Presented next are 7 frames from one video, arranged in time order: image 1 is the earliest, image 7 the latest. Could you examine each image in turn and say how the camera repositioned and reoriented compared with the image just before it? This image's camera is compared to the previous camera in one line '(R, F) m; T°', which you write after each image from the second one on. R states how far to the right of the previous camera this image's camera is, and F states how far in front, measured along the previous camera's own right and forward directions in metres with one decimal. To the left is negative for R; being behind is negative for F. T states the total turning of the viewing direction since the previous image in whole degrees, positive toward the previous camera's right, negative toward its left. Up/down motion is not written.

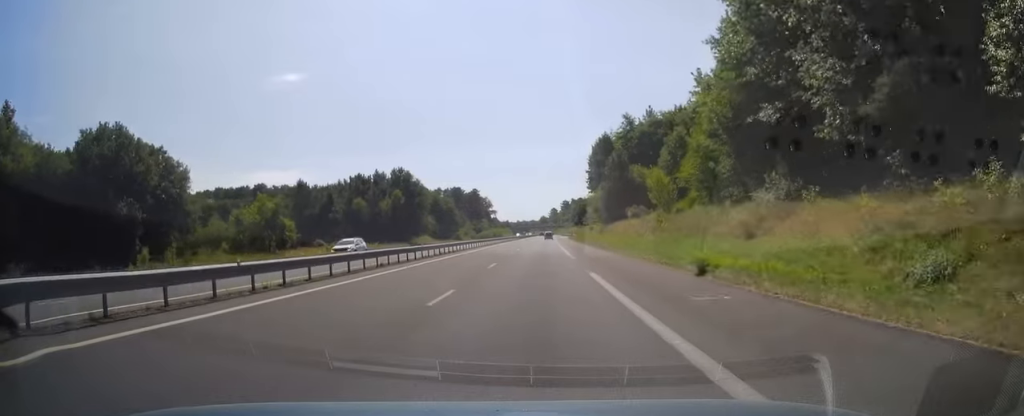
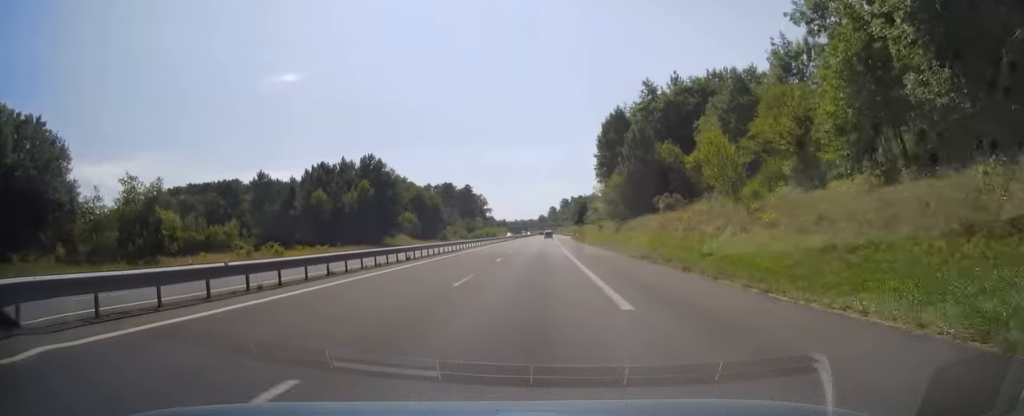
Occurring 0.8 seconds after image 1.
(0.0, +22.2) m; 0°
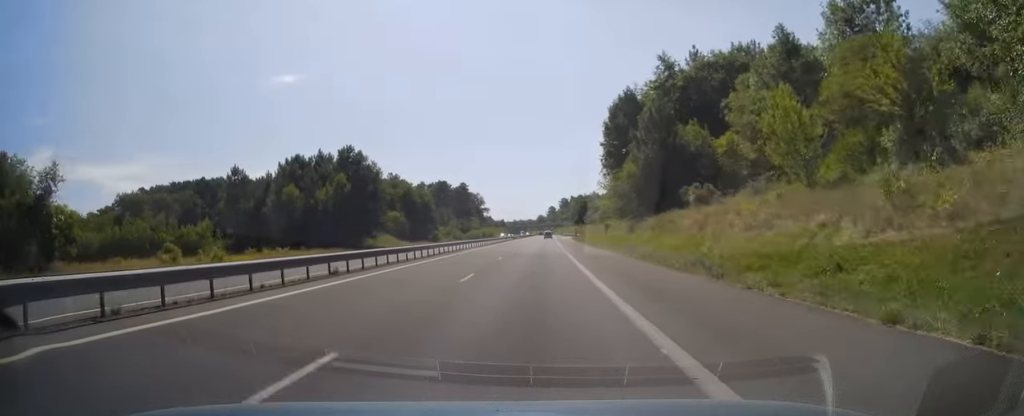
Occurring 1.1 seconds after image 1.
(0.0, +11.9) m; 0°
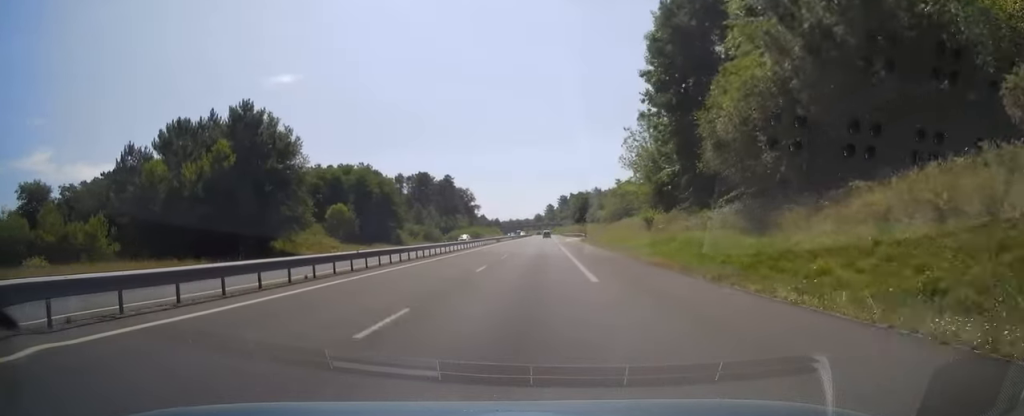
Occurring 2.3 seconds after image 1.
(0.0, +35.4) m; 0°
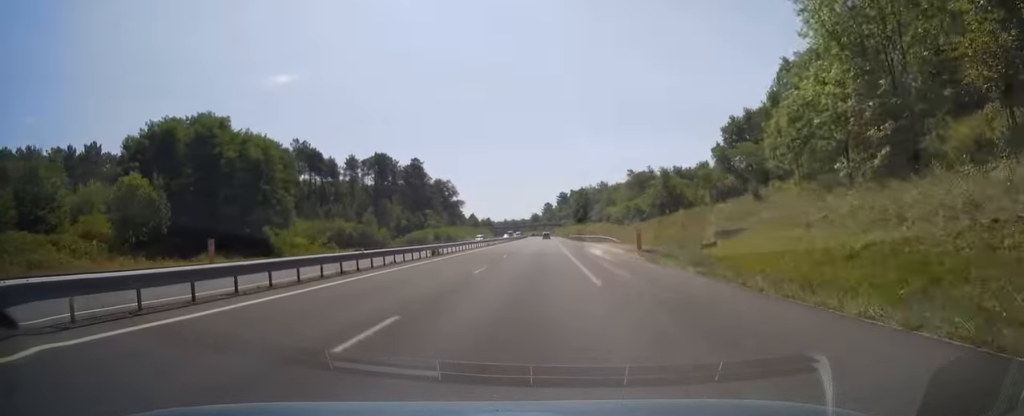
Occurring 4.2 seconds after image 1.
(+0.1, +53.4) m; 0°
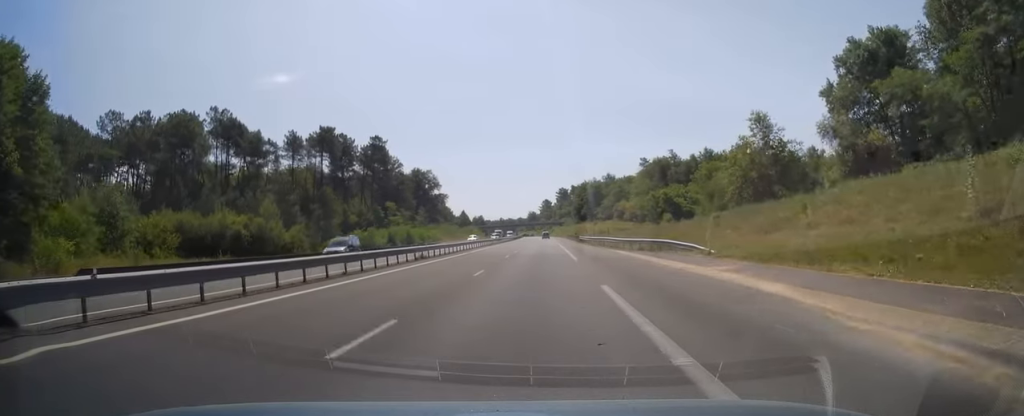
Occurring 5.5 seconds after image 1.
(0.0, +39.7) m; 0°
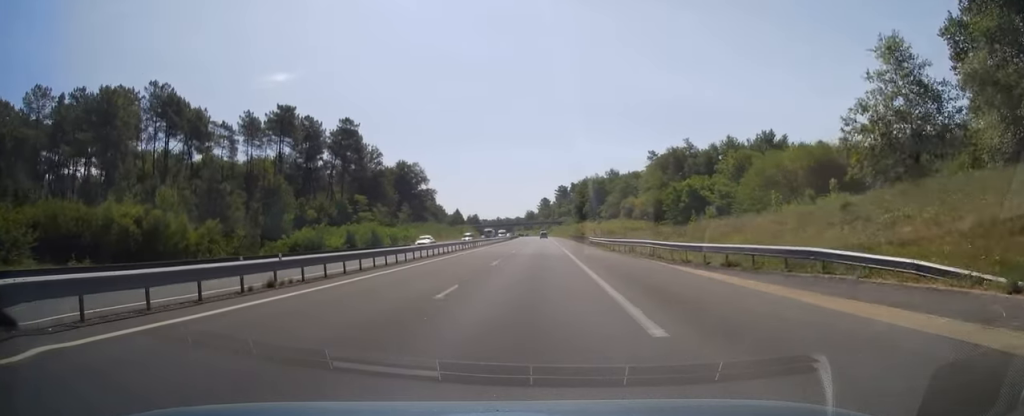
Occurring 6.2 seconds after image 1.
(-0.1, +20.1) m; +1°
